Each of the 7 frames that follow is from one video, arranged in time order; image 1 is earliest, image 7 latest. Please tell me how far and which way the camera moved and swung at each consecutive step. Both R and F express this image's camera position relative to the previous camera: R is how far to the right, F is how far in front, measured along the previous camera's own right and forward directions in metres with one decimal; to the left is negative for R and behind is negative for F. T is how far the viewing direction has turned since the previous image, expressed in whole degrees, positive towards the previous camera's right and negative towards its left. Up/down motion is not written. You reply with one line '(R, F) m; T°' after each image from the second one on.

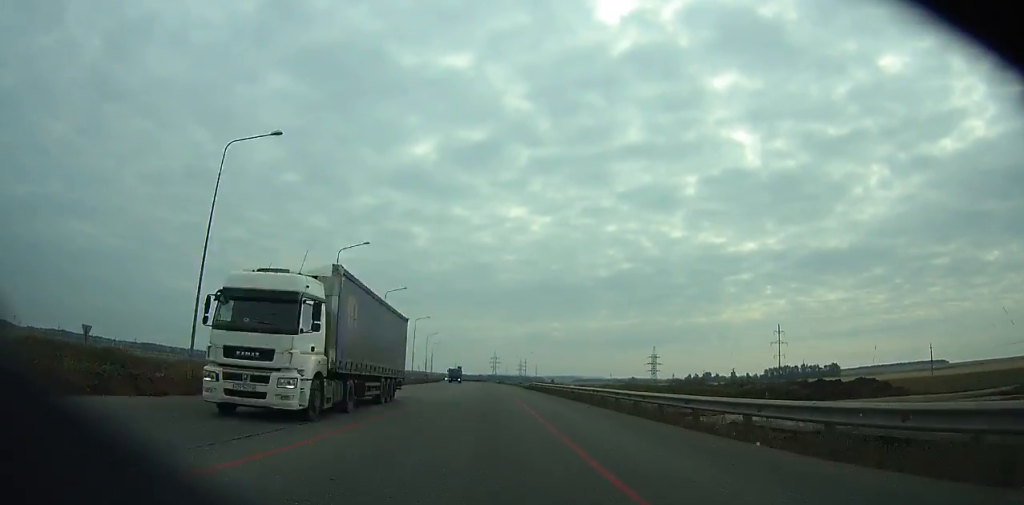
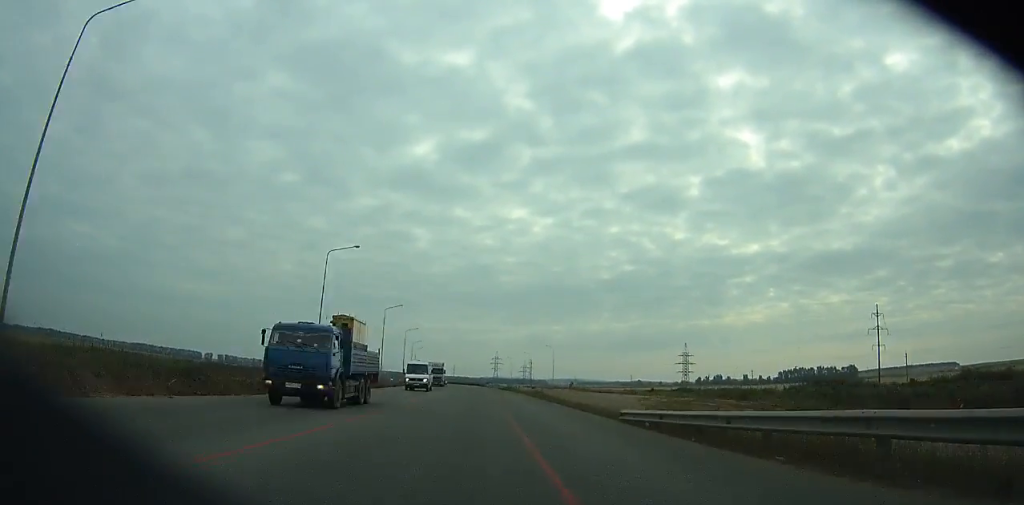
(0.0, +55.4) m; -1°
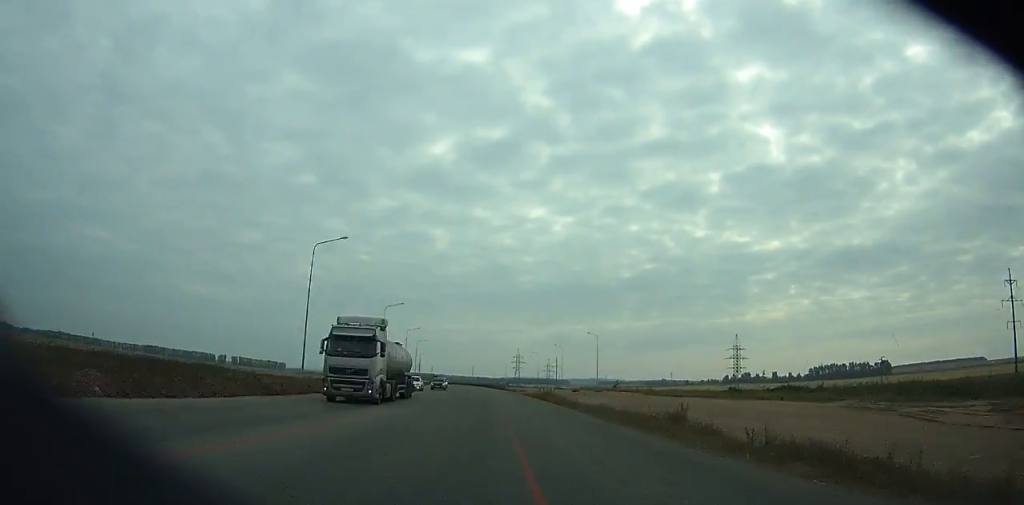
(+0.3, +39.5) m; -1°
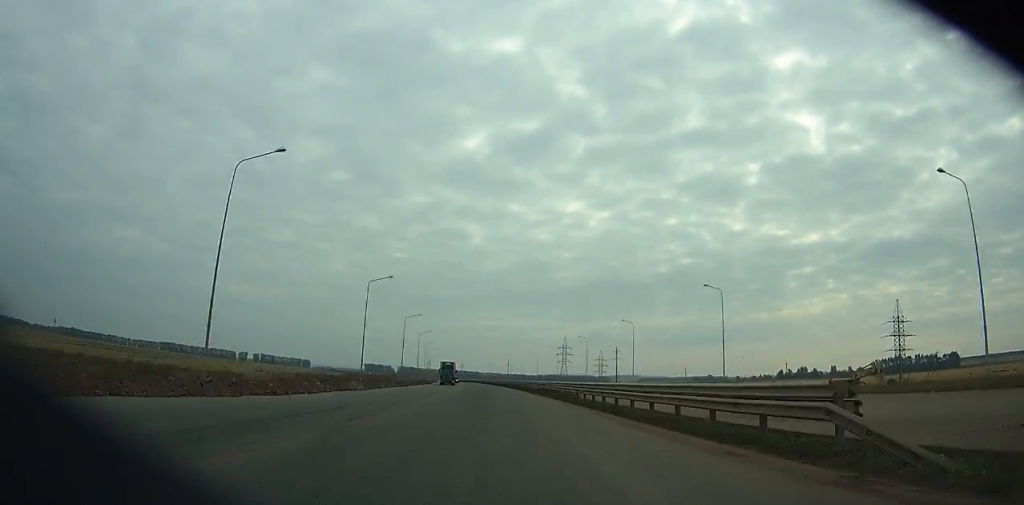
(-2.4, +89.0) m; -3°
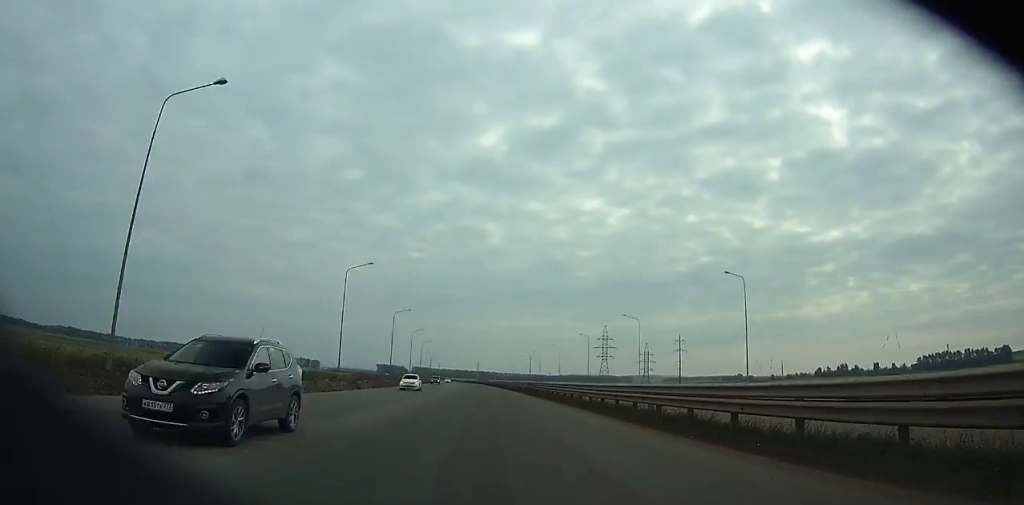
(-2.0, +77.6) m; -2°
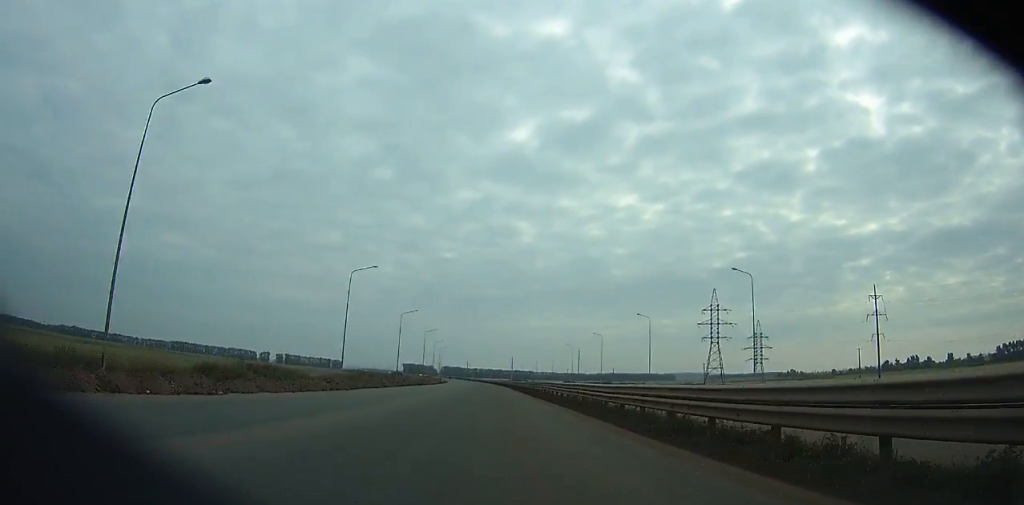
(-2.7, +105.7) m; -3°
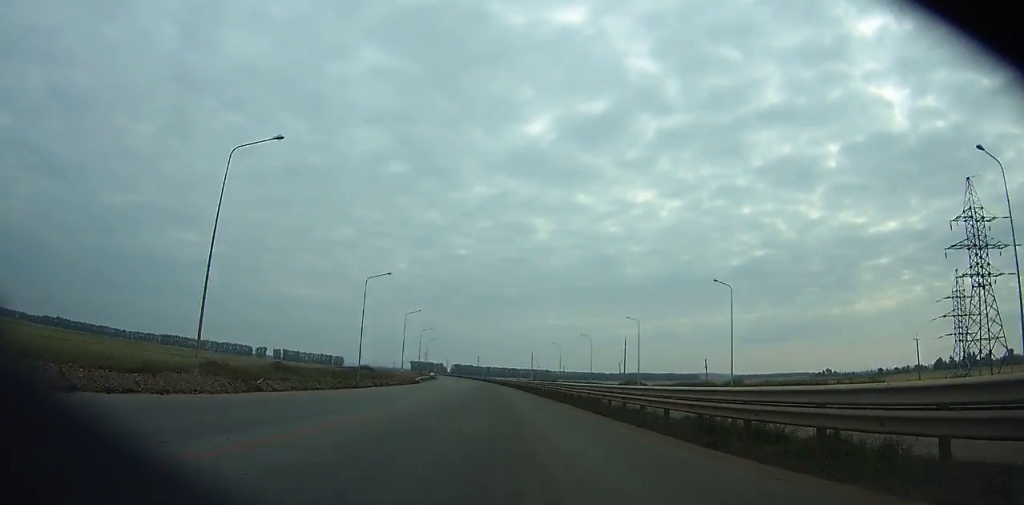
(-2.2, +98.8) m; -2°
